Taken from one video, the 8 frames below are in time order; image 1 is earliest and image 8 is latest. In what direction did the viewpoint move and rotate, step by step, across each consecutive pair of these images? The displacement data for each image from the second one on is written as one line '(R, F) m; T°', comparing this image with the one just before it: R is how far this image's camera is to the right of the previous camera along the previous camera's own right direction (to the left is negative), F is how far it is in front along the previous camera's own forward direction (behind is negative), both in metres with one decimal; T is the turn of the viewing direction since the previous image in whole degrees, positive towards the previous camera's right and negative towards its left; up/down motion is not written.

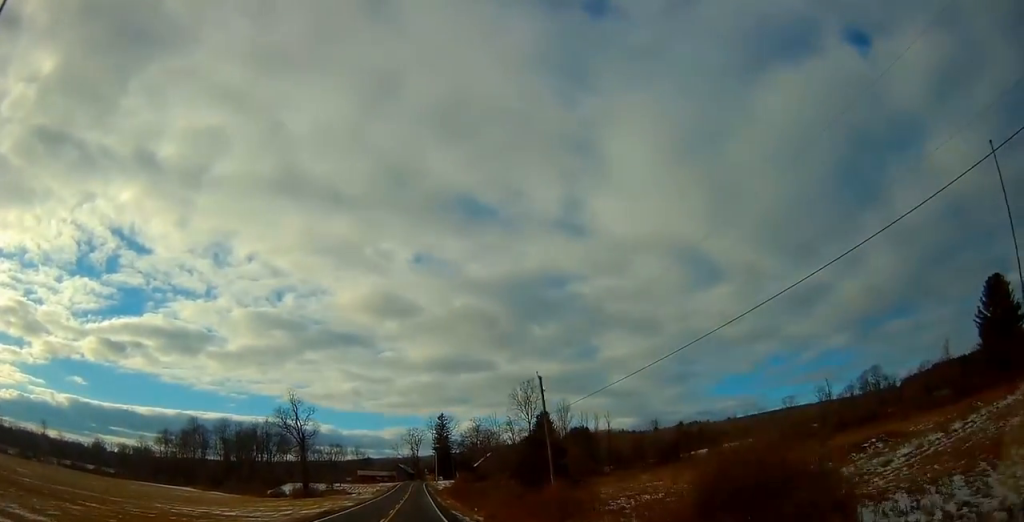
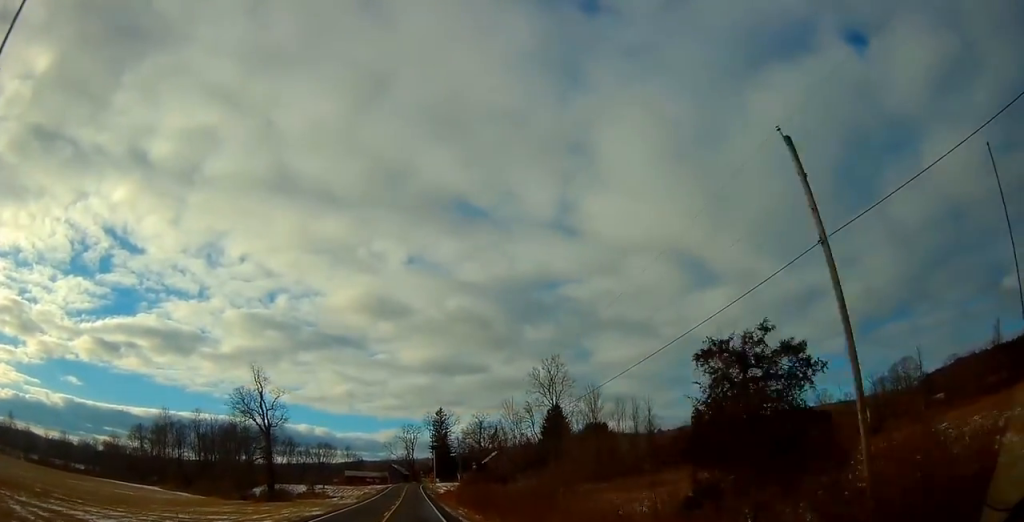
(+0.3, +27.0) m; +1°
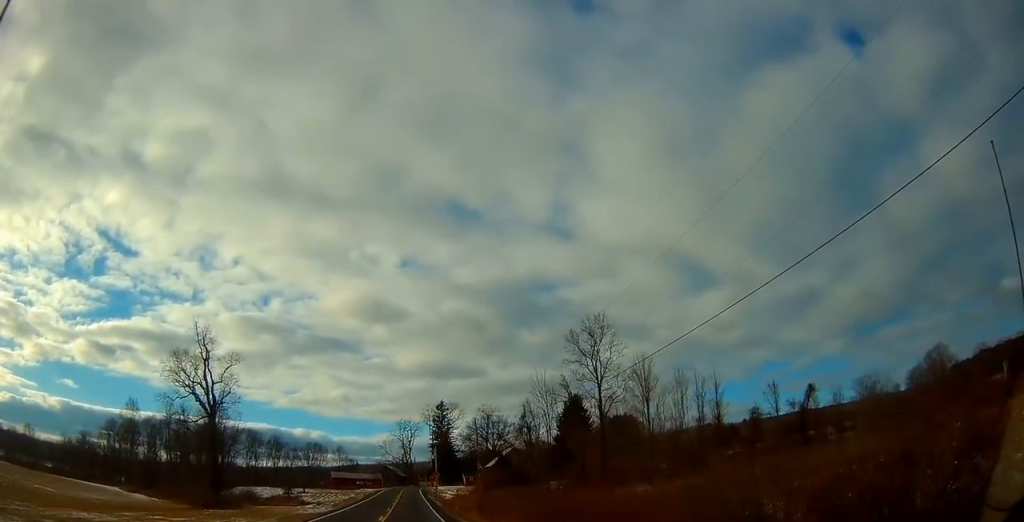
(0.0, +27.2) m; 0°
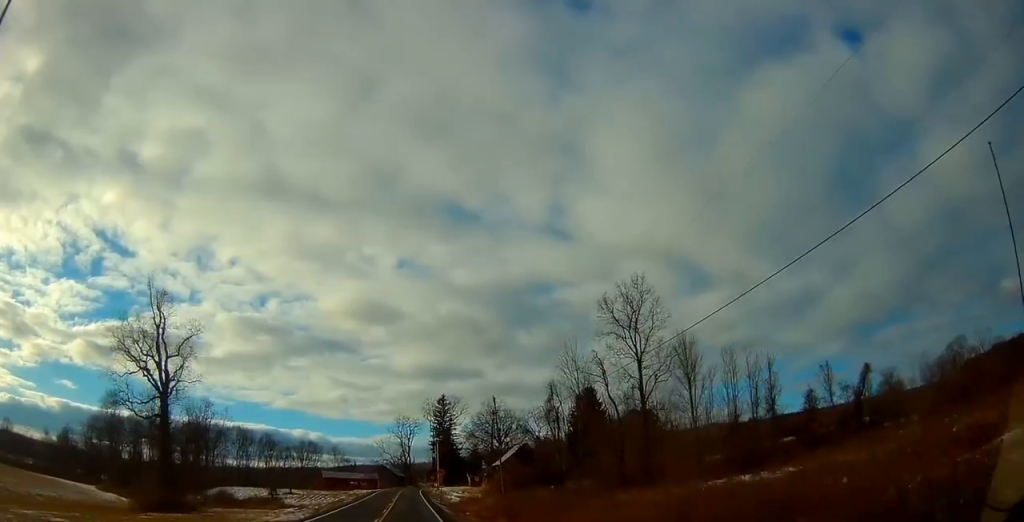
(-0.1, +14.6) m; 0°
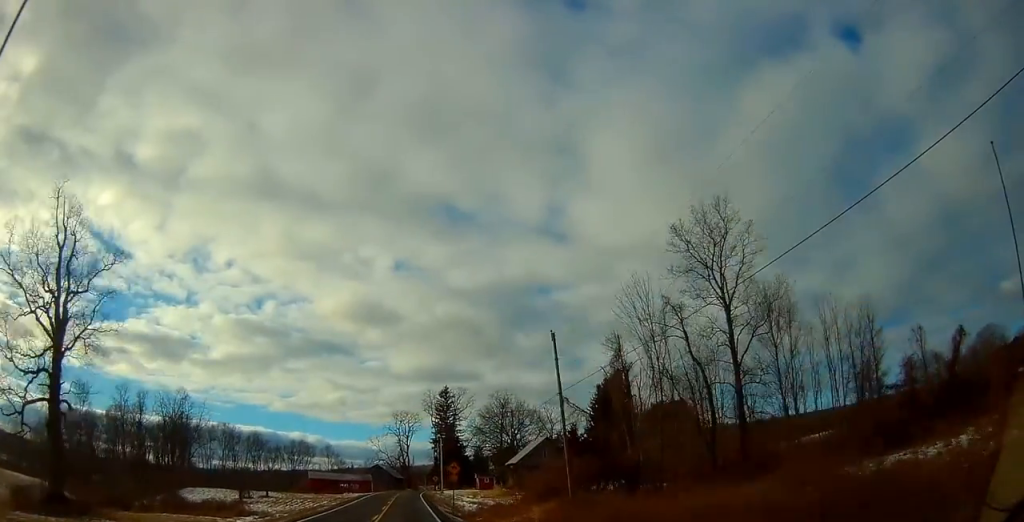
(+0.2, +19.9) m; 0°
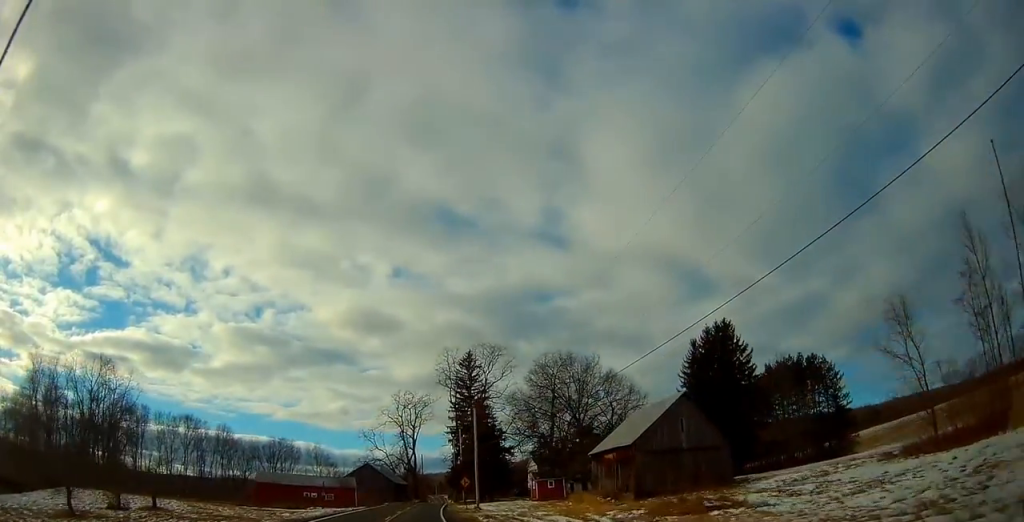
(+0.4, +50.4) m; +1°
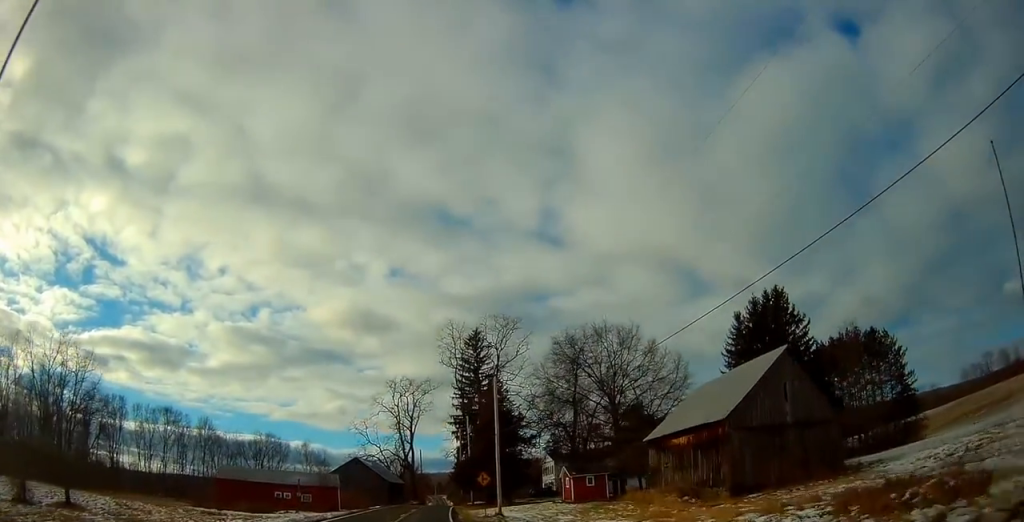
(-0.1, +16.3) m; 0°
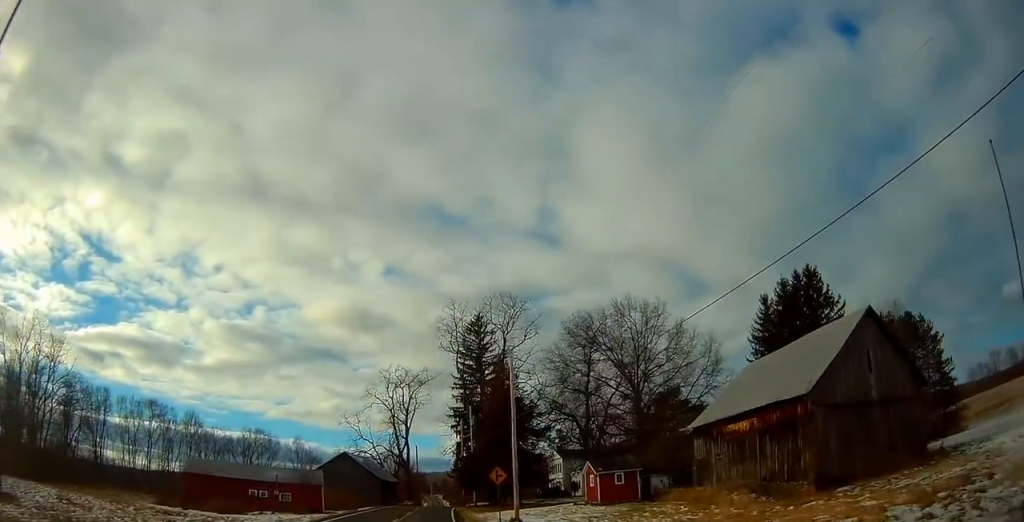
(0.0, +8.7) m; 0°
